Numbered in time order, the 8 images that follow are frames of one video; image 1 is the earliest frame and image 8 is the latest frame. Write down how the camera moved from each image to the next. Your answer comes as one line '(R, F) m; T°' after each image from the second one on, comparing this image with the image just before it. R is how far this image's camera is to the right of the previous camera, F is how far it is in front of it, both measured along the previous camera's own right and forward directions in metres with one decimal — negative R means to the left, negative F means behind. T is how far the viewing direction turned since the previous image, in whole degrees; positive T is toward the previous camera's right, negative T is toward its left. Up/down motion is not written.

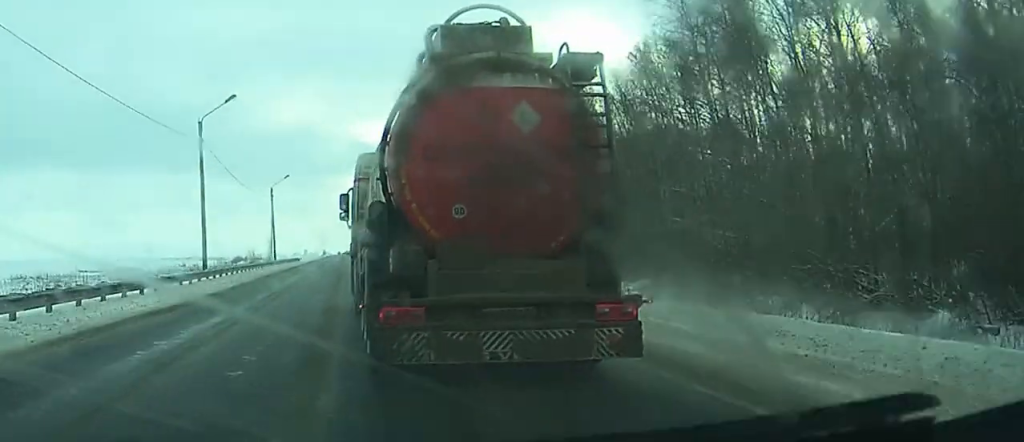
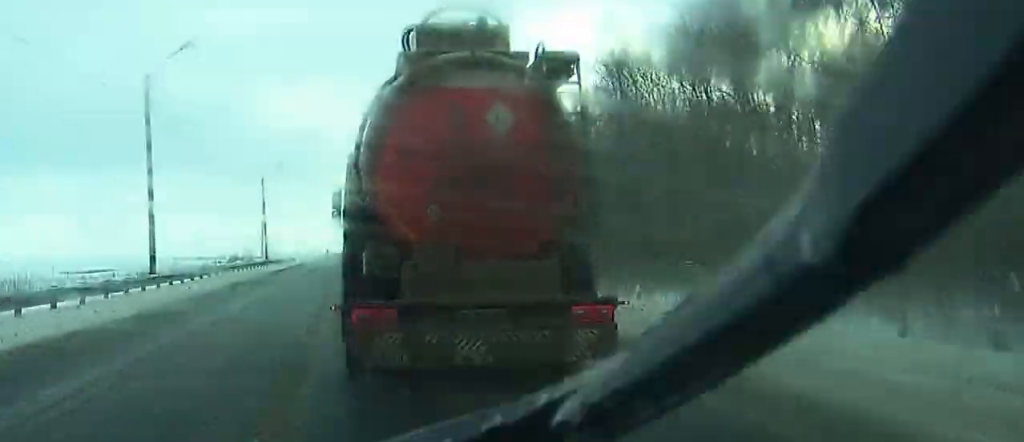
(-0.2, +13.2) m; +1°
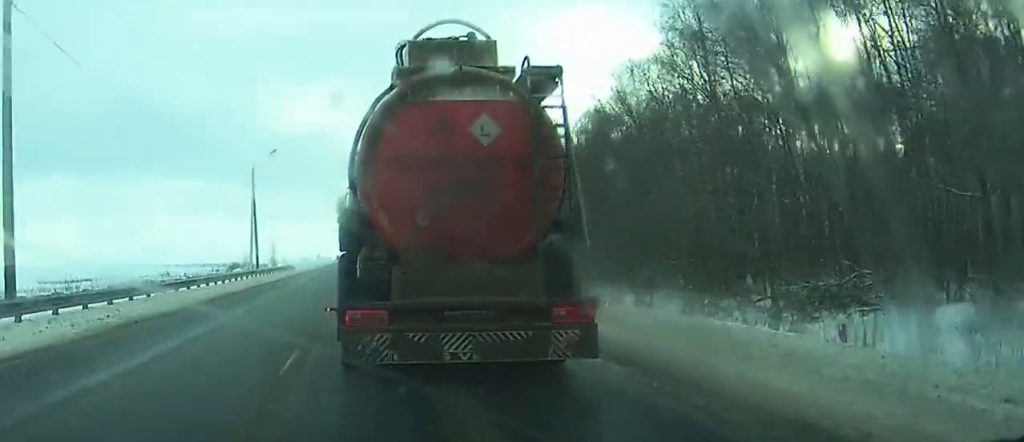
(+0.6, +16.4) m; +2°
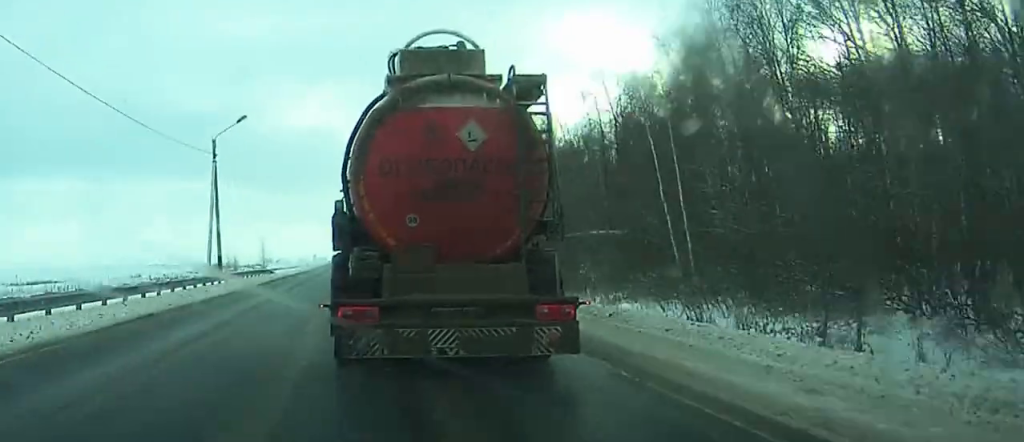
(-0.2, +18.1) m; 0°
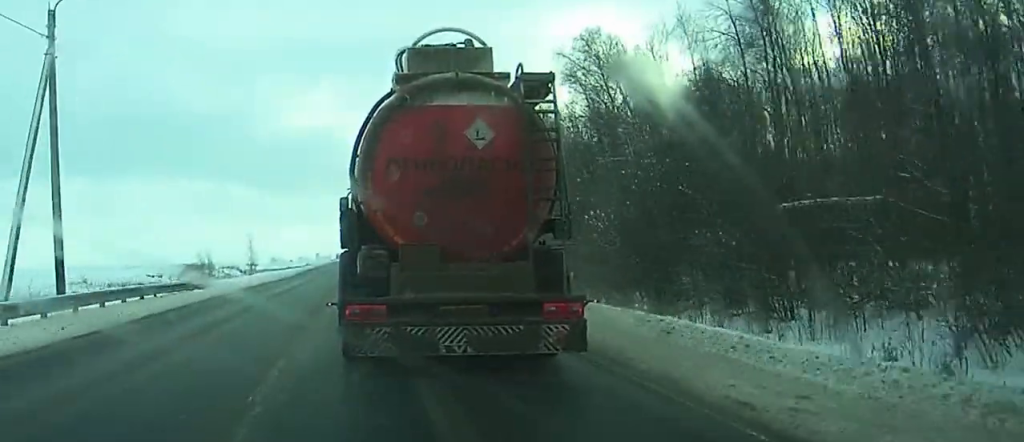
(+1.8, +30.7) m; +3°
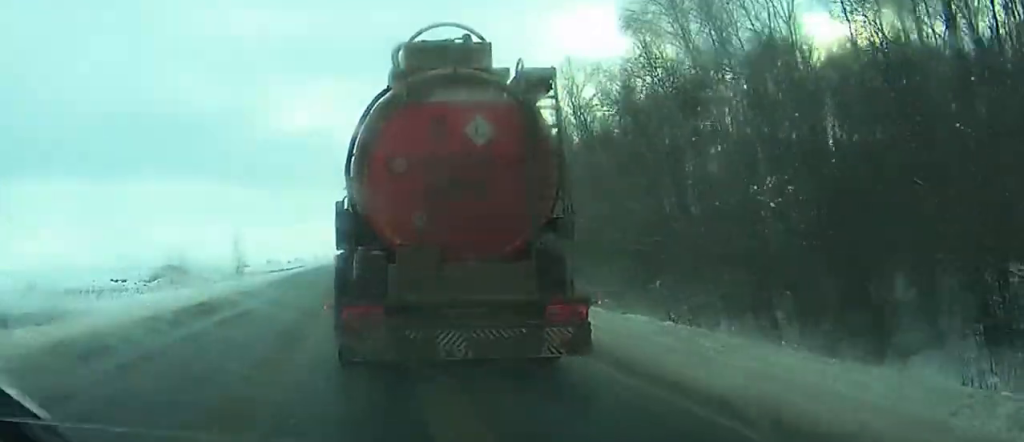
(-1.2, +17.7) m; -1°
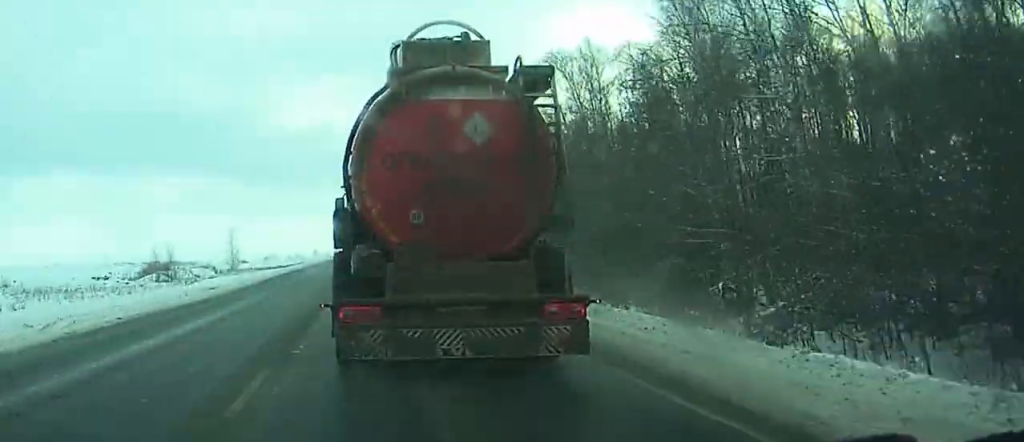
(+0.4, +7.8) m; +1°
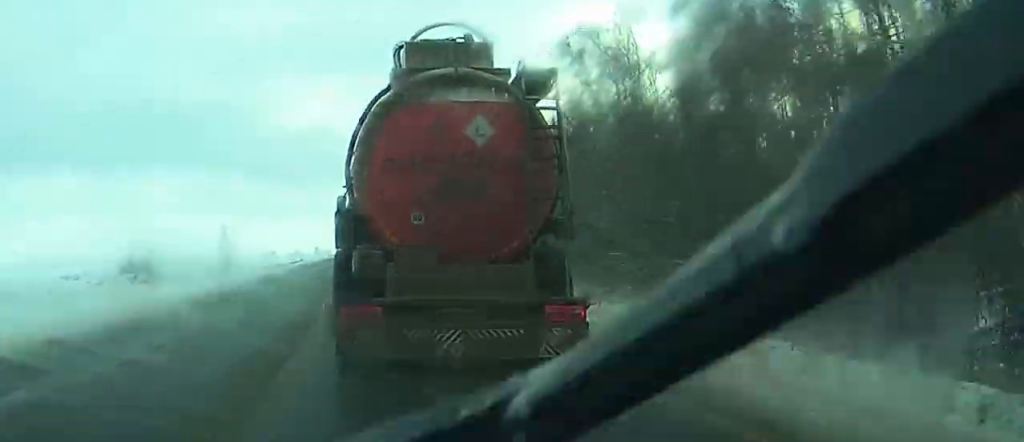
(+0.3, +11.4) m; 0°
